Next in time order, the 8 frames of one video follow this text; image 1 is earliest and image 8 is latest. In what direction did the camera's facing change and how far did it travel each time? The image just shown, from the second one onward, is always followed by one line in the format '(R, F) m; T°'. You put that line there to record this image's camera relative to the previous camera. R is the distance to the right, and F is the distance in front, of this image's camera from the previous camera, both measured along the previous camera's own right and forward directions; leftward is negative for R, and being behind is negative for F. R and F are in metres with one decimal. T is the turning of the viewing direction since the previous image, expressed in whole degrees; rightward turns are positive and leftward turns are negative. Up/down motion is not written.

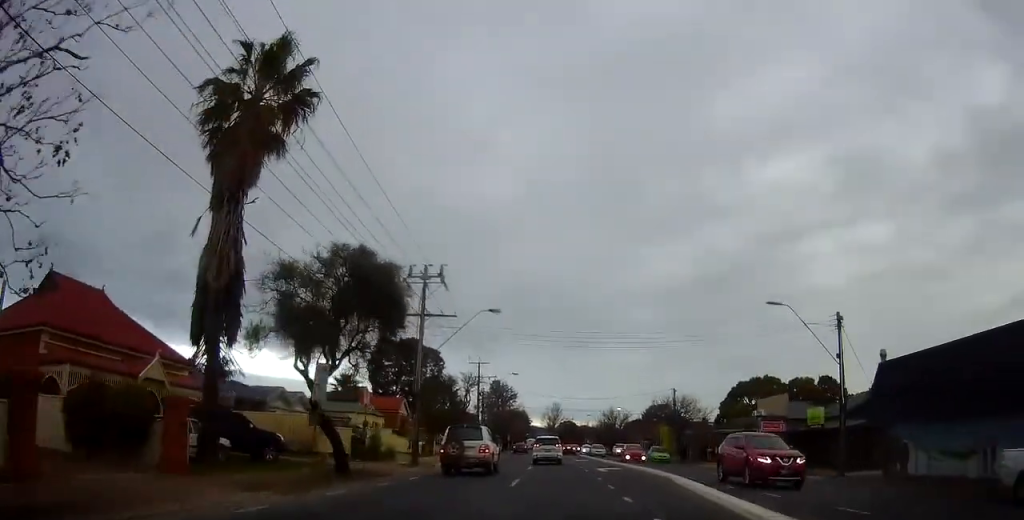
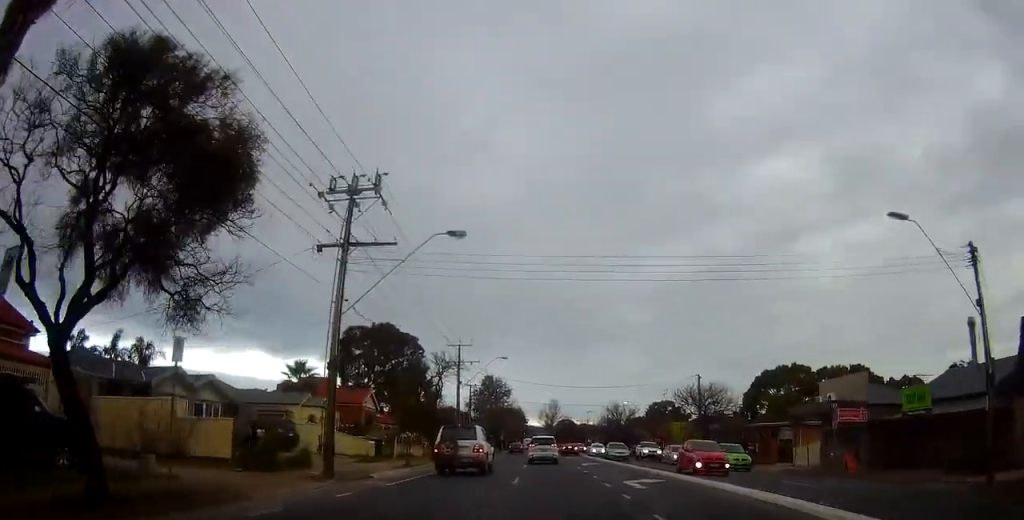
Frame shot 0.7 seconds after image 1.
(+0.3, +11.4) m; -1°
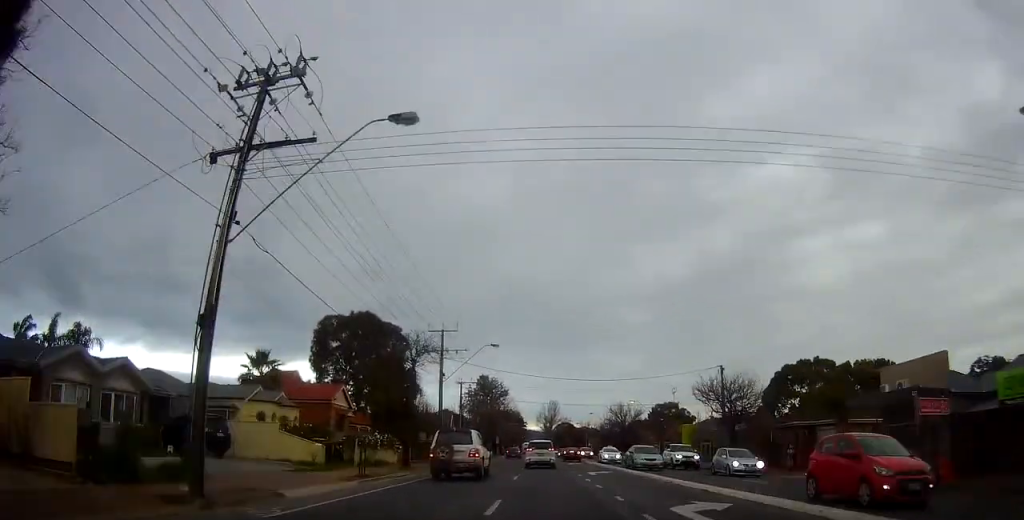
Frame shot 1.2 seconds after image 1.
(-0.4, +7.3) m; 0°
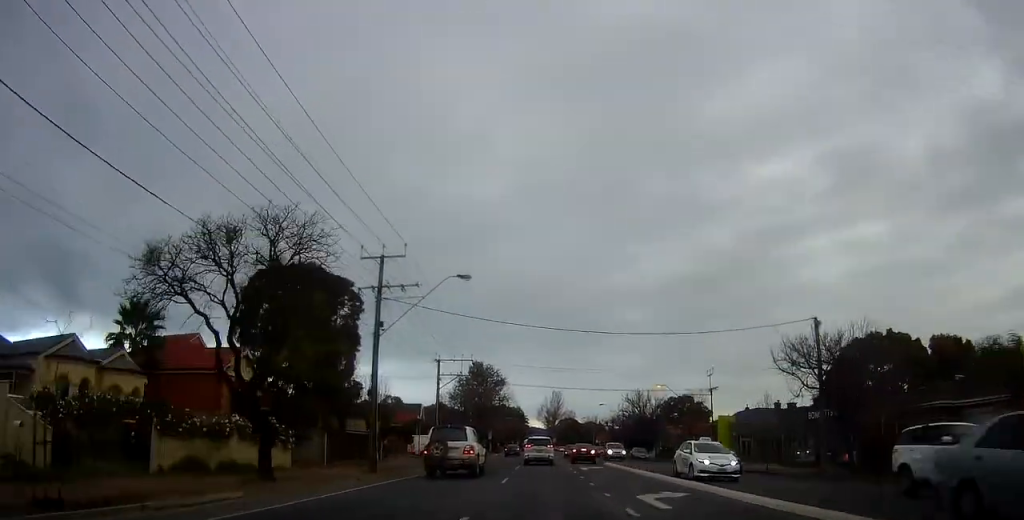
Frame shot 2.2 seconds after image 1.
(+0.1, +16.1) m; 0°
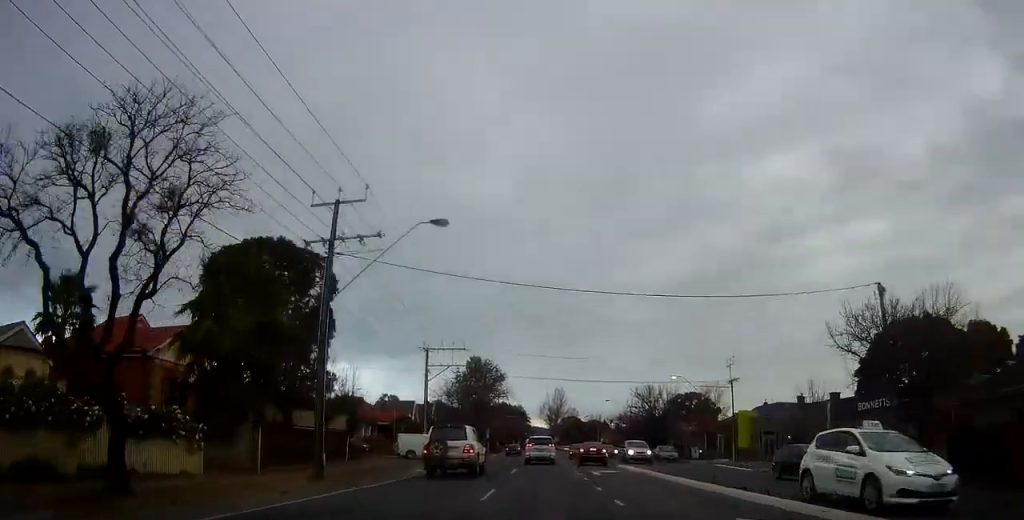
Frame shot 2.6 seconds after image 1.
(+0.4, +6.2) m; 0°
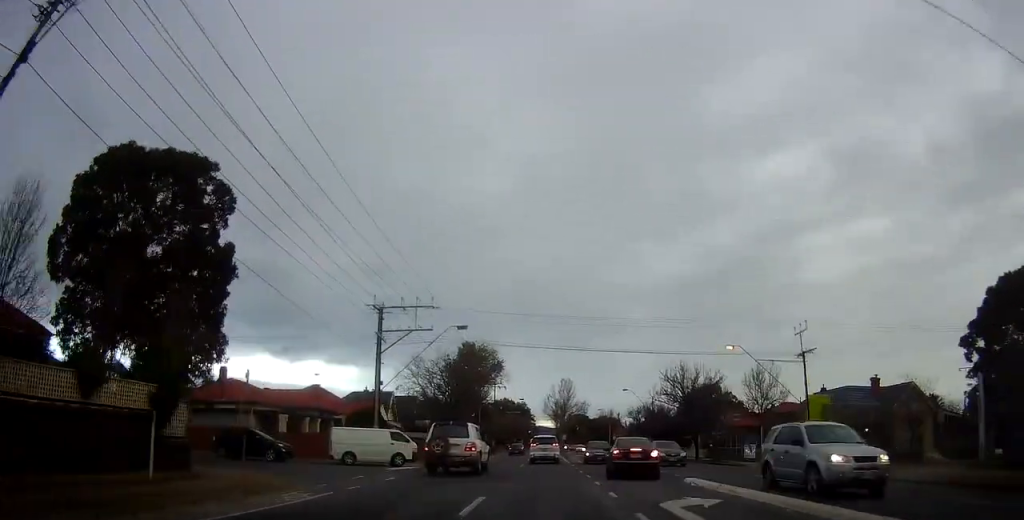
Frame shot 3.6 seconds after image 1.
(-0.8, +15.1) m; 0°
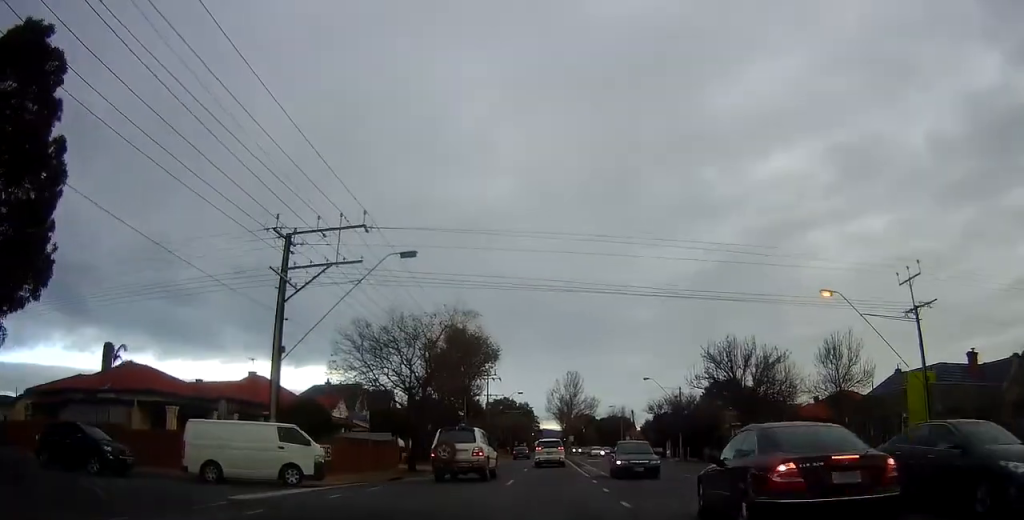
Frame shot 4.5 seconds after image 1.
(+0.7, +13.5) m; +1°
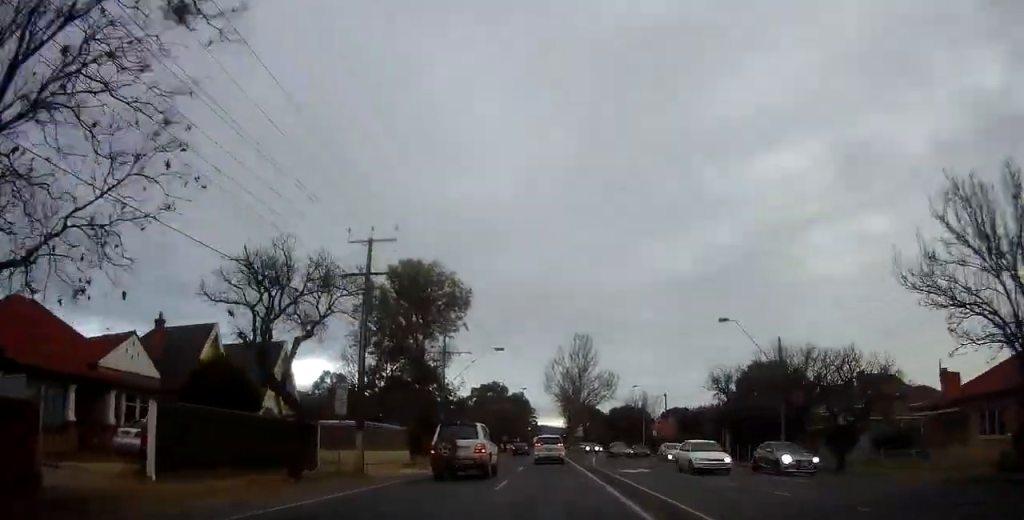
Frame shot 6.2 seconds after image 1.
(-0.9, +27.3) m; -2°
